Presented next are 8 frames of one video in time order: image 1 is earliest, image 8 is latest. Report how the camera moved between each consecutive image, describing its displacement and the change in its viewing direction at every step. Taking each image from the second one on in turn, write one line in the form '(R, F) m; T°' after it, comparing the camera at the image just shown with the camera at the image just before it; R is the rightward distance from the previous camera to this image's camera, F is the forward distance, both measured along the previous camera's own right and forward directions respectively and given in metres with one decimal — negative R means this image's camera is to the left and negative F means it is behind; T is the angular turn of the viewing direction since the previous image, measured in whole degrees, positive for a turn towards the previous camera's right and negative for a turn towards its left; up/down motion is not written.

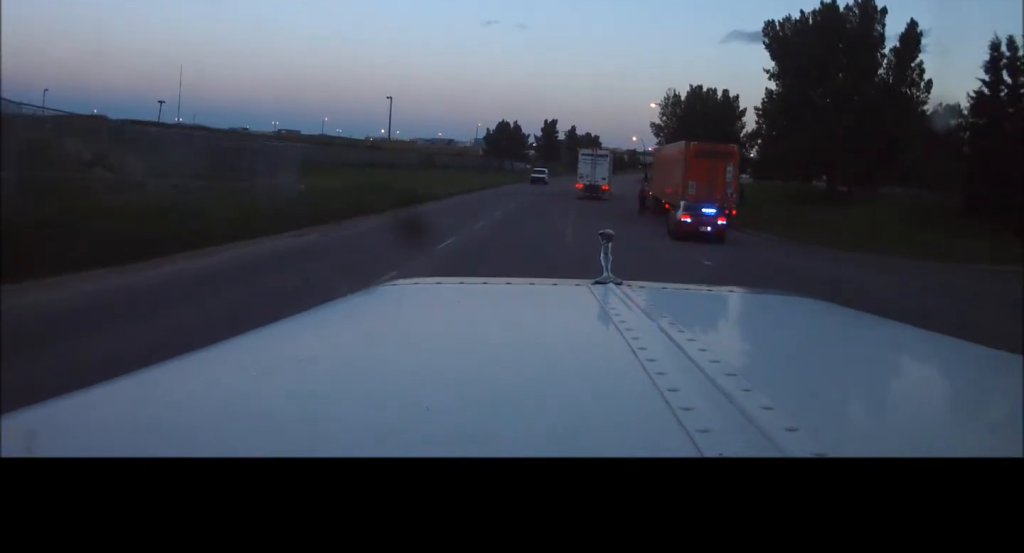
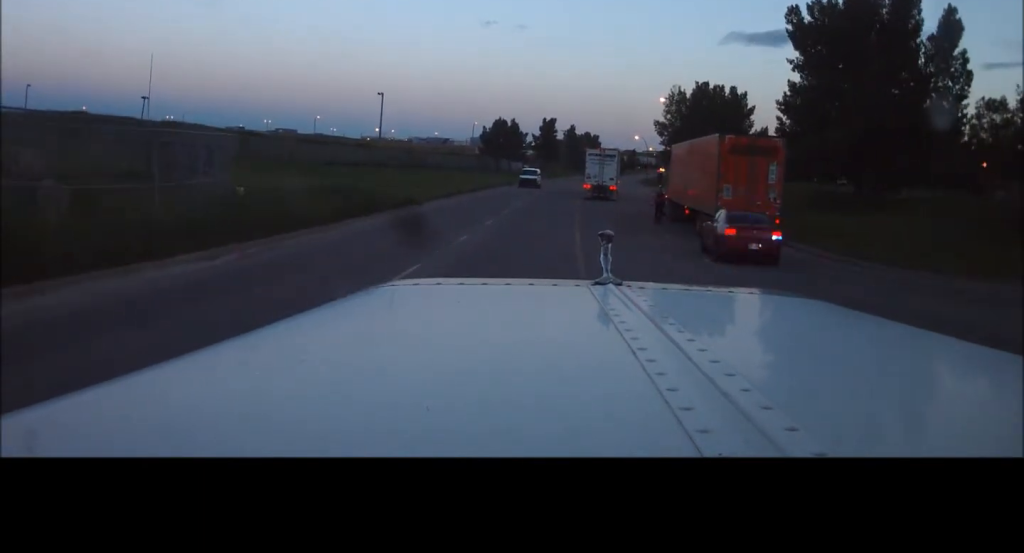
(0.0, +7.5) m; 0°
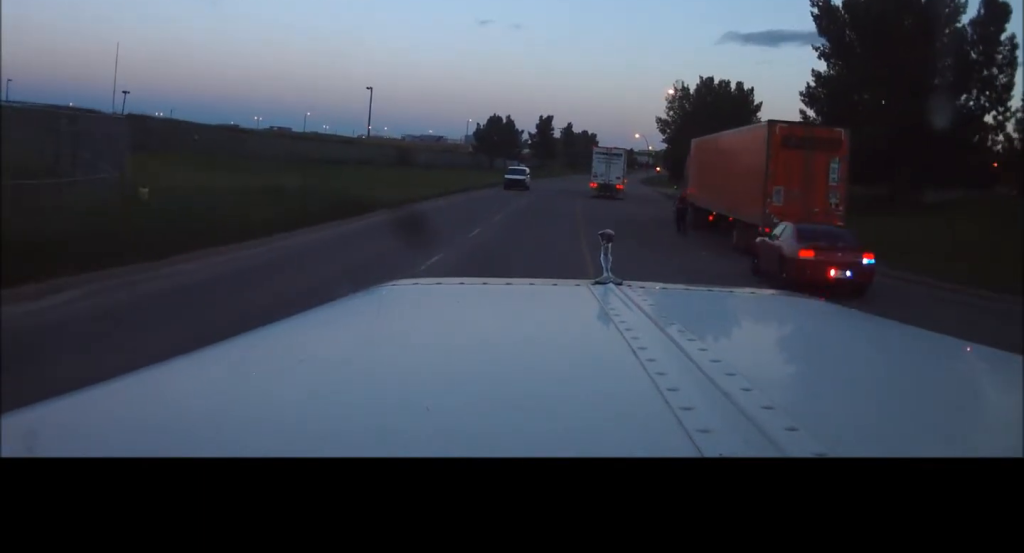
(0.0, +7.2) m; 0°
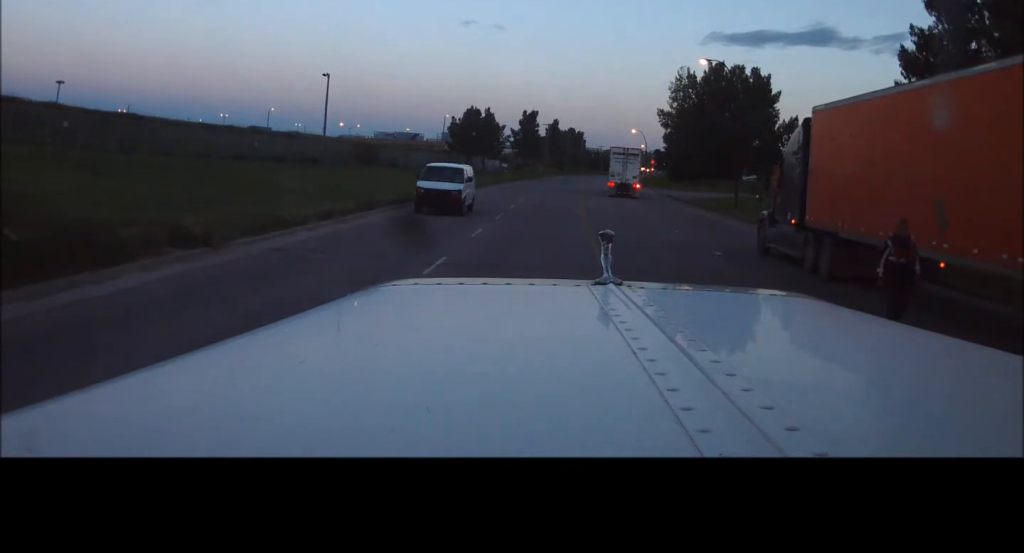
(-0.5, +20.5) m; -2°
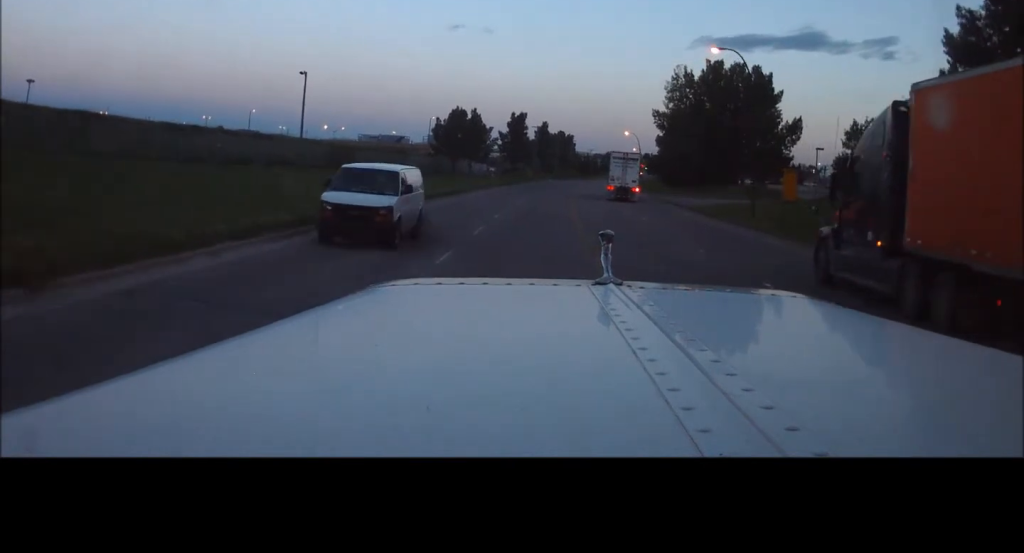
(-0.1, +6.9) m; +2°
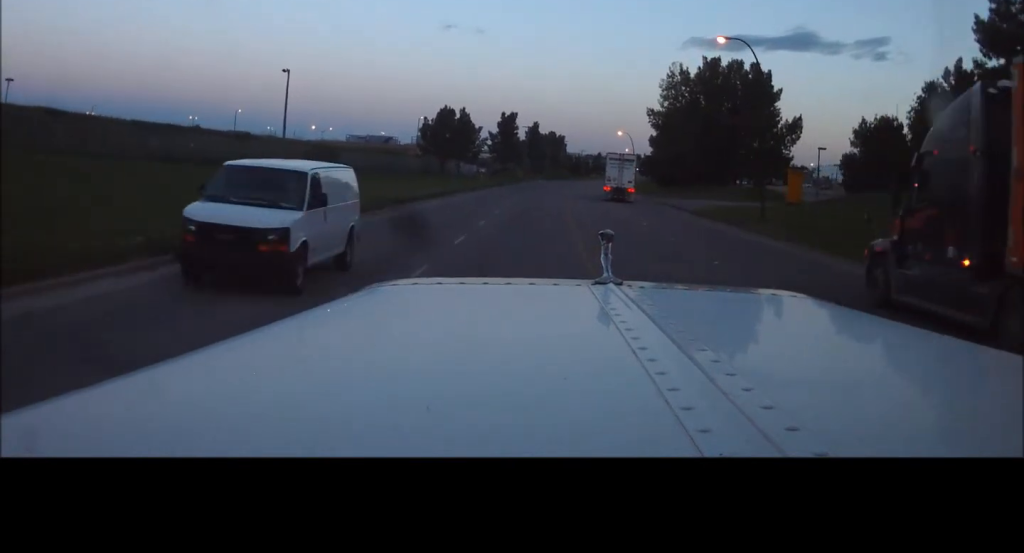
(+0.1, +4.1) m; +1°
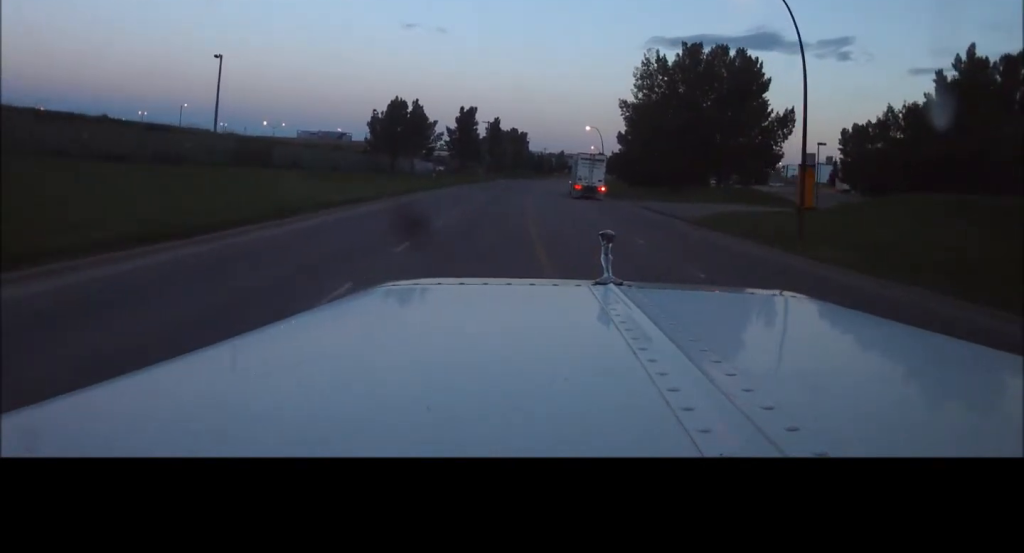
(+0.2, +12.4) m; +2°
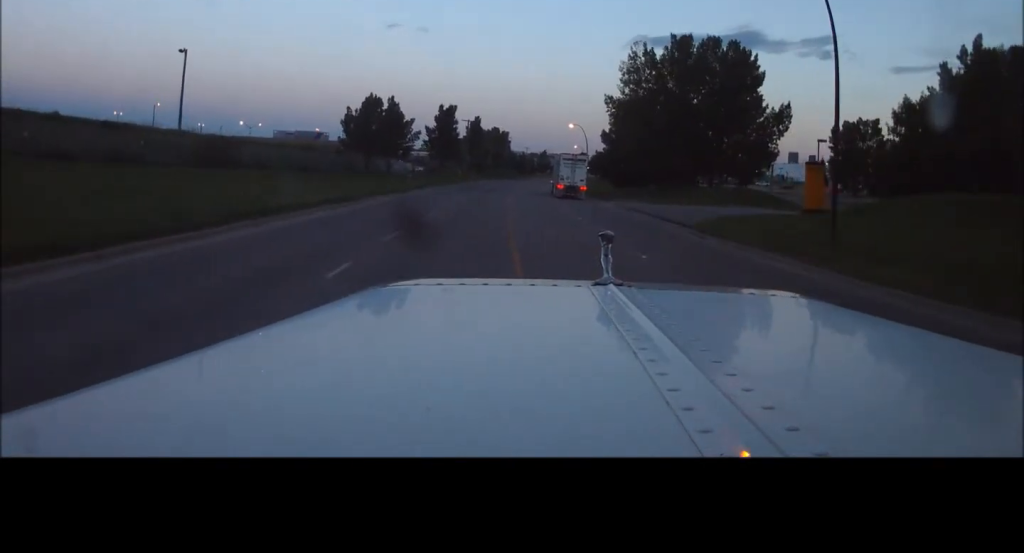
(0.0, +5.5) m; +1°
